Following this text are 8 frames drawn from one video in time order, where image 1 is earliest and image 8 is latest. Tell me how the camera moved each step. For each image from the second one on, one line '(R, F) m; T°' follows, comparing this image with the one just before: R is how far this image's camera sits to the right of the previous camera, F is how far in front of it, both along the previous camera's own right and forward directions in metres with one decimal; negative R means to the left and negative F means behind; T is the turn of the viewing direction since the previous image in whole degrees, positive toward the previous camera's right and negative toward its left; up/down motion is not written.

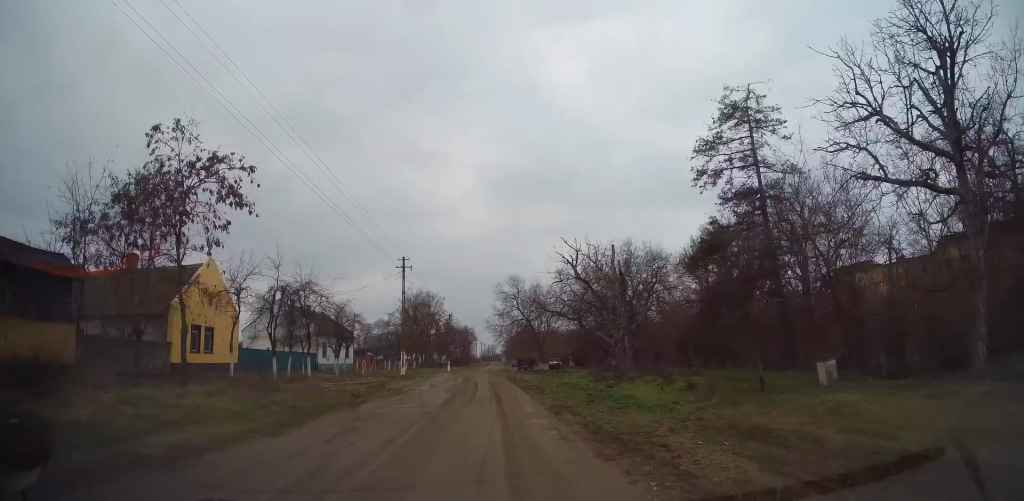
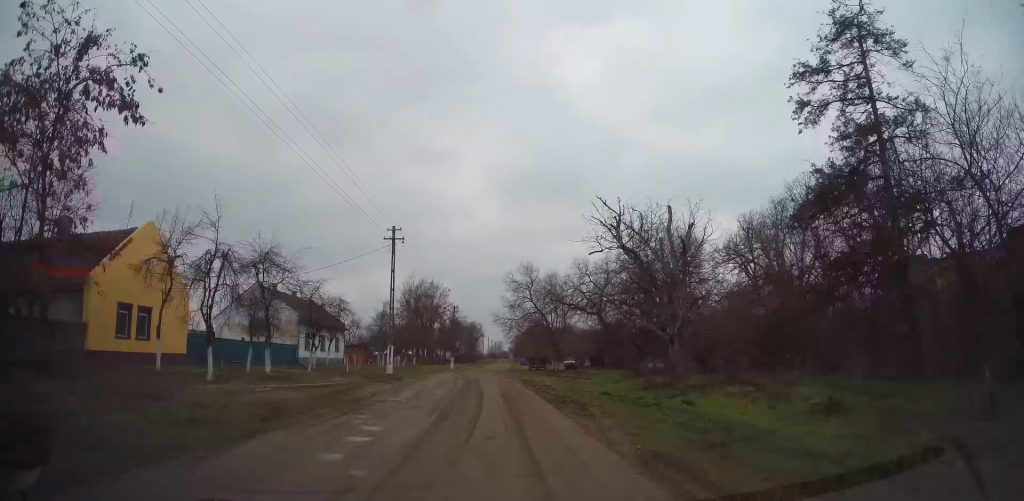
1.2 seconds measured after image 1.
(-0.5, +7.5) m; -2°
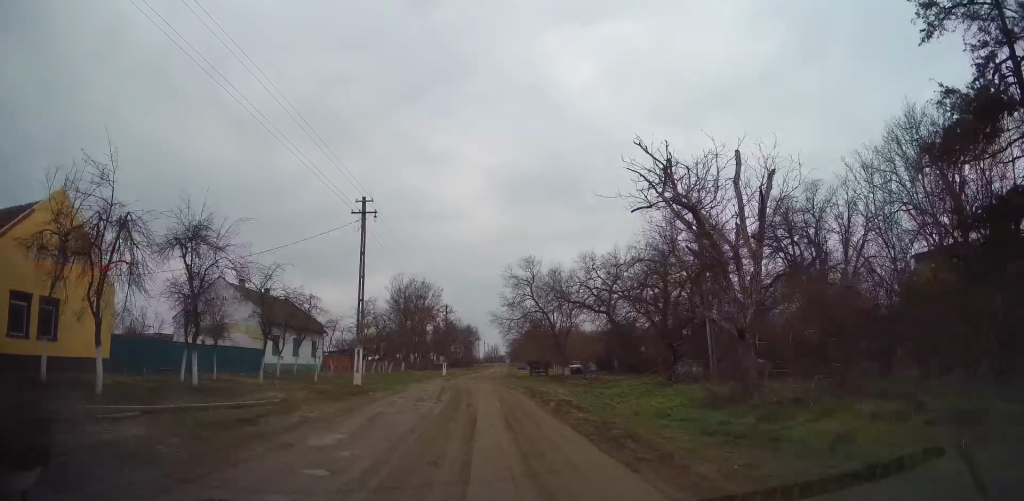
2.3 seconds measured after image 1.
(+0.4, +6.5) m; 0°
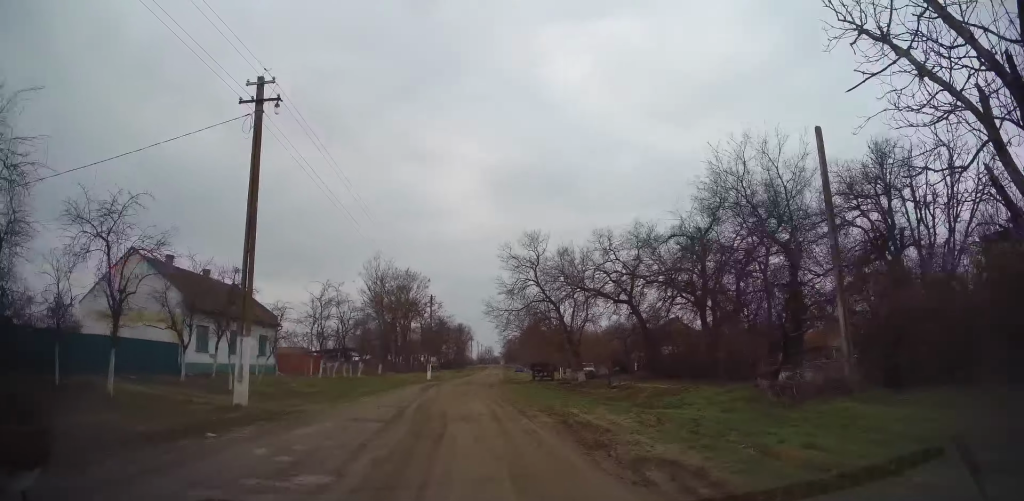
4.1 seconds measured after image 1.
(0.0, +10.7) m; +1°
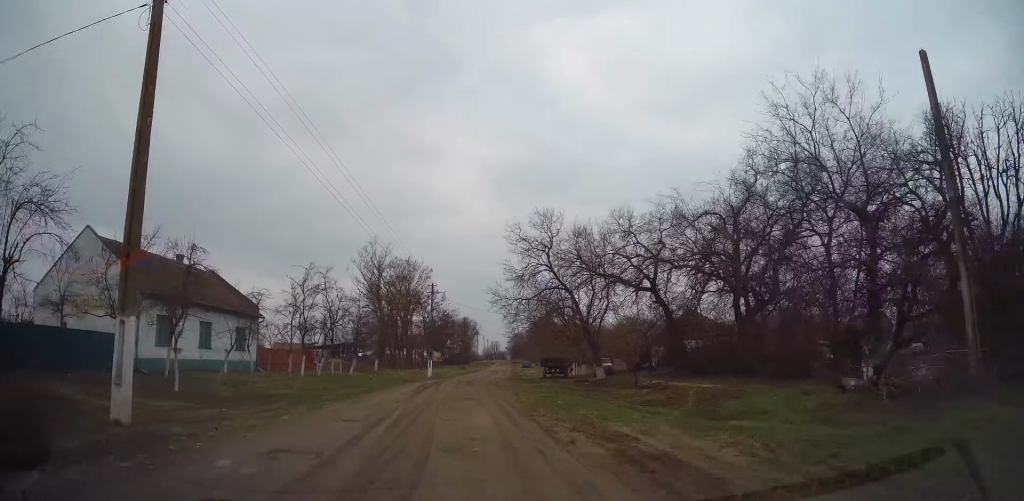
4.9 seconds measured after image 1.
(-0.2, +4.7) m; -1°
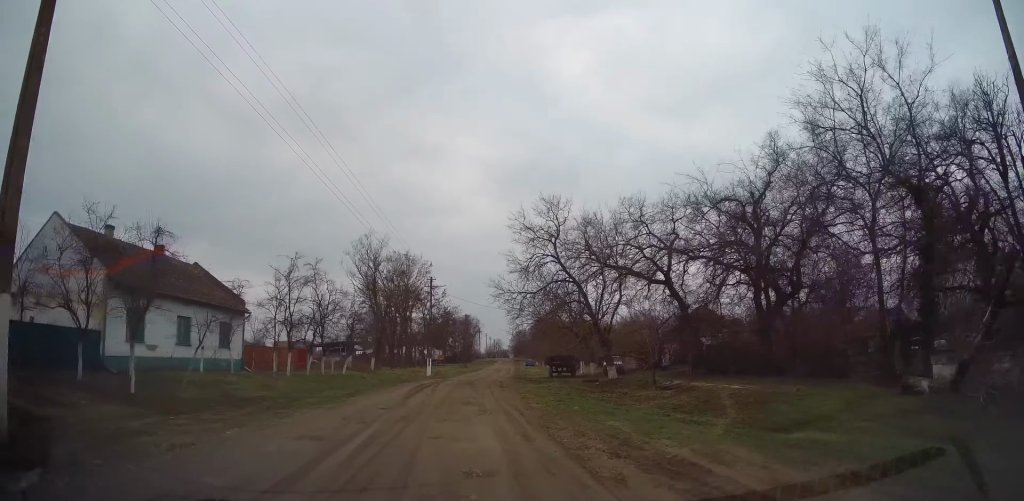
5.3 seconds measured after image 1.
(-0.2, +2.7) m; 0°
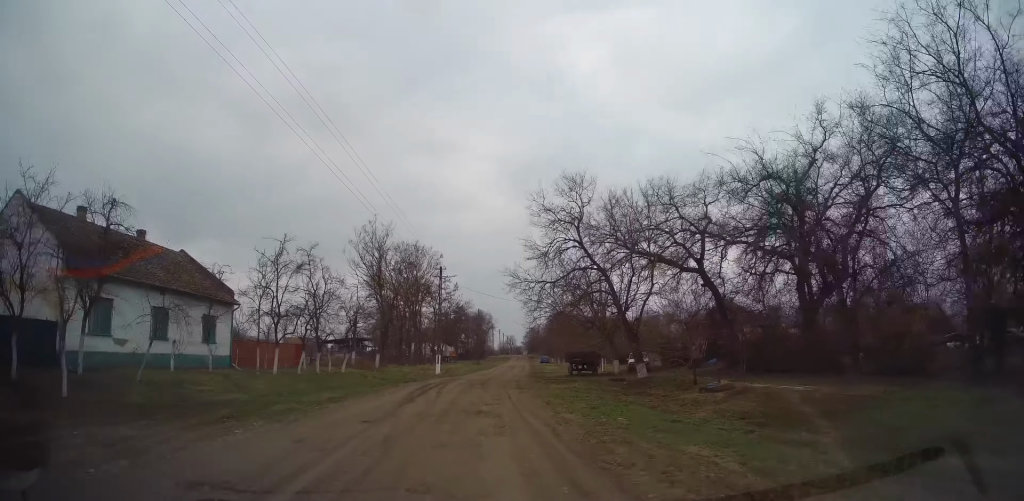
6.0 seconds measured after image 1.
(+0.3, +3.5) m; 0°
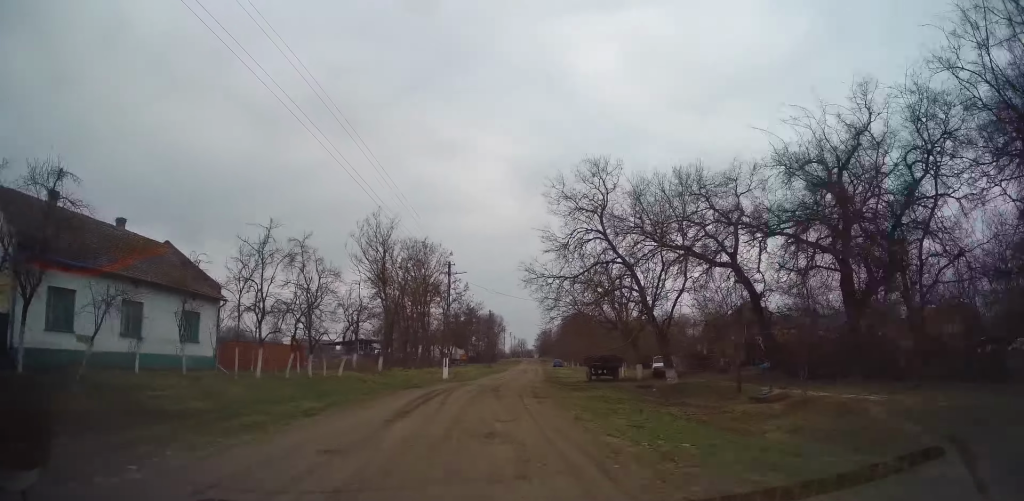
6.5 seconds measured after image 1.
(0.0, +3.1) m; -2°
